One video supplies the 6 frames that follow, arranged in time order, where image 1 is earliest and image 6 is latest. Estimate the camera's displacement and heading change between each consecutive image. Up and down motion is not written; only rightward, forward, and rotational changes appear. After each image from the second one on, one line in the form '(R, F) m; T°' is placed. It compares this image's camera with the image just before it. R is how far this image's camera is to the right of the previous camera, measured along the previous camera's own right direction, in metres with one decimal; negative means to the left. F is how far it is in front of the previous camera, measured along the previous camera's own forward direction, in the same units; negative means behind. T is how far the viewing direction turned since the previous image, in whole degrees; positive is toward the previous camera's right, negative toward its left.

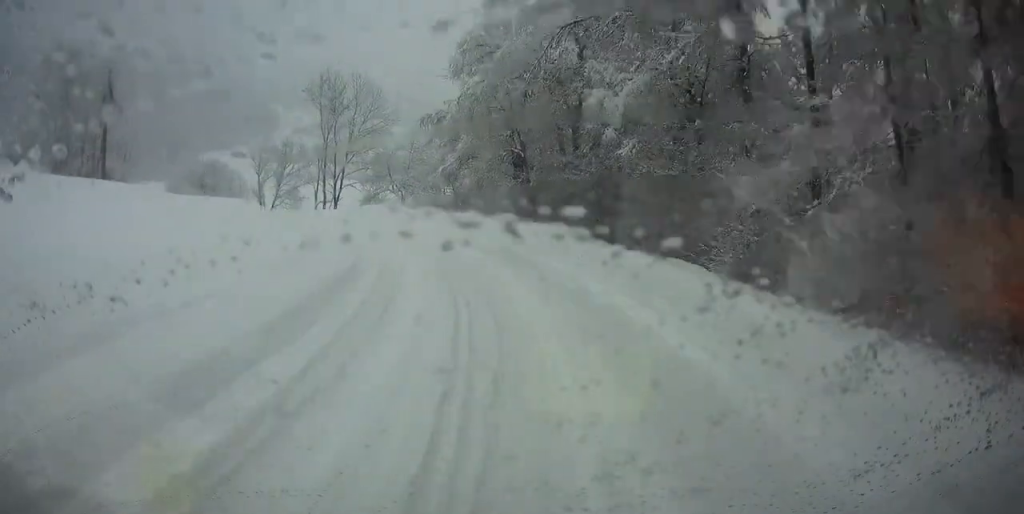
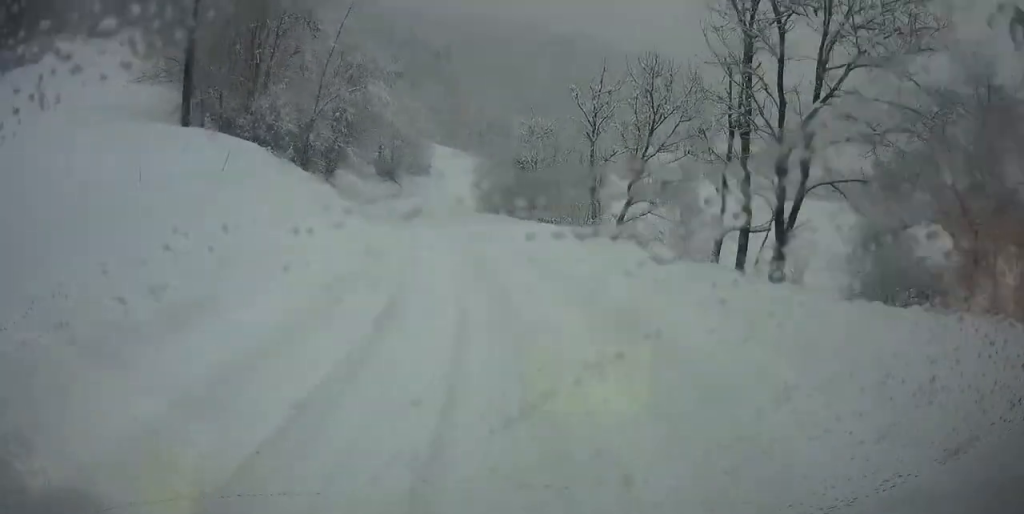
(-12.9, +35.7) m; -31°
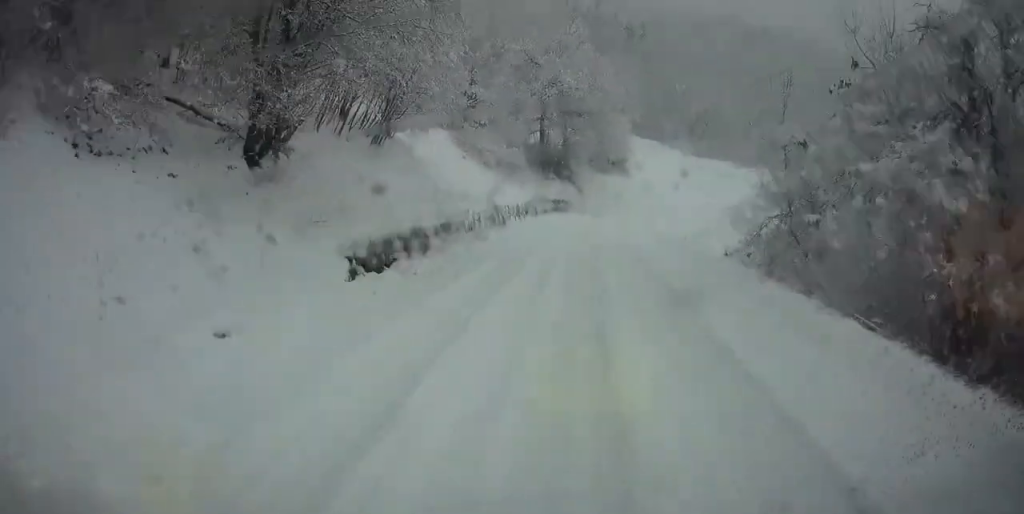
(-4.1, +37.2) m; -6°
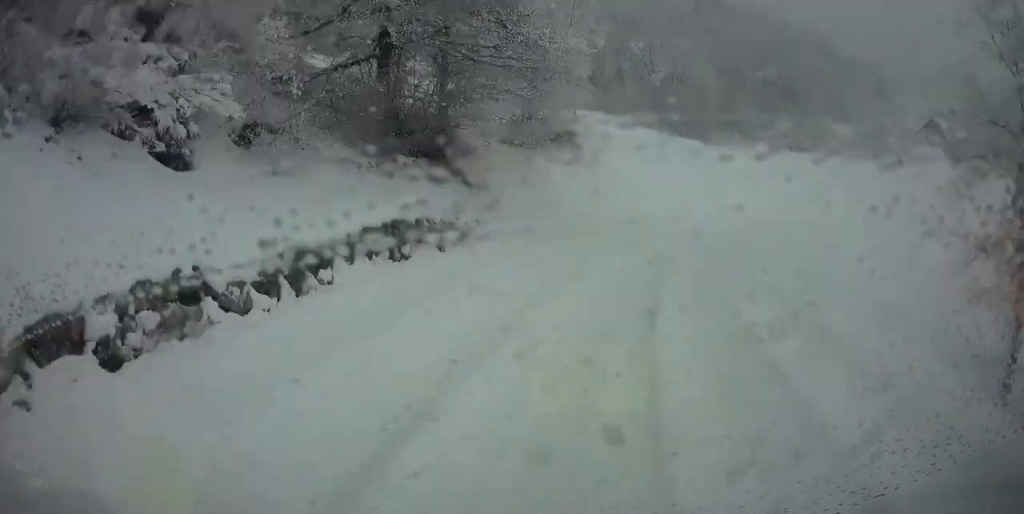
(-0.1, +34.0) m; +18°
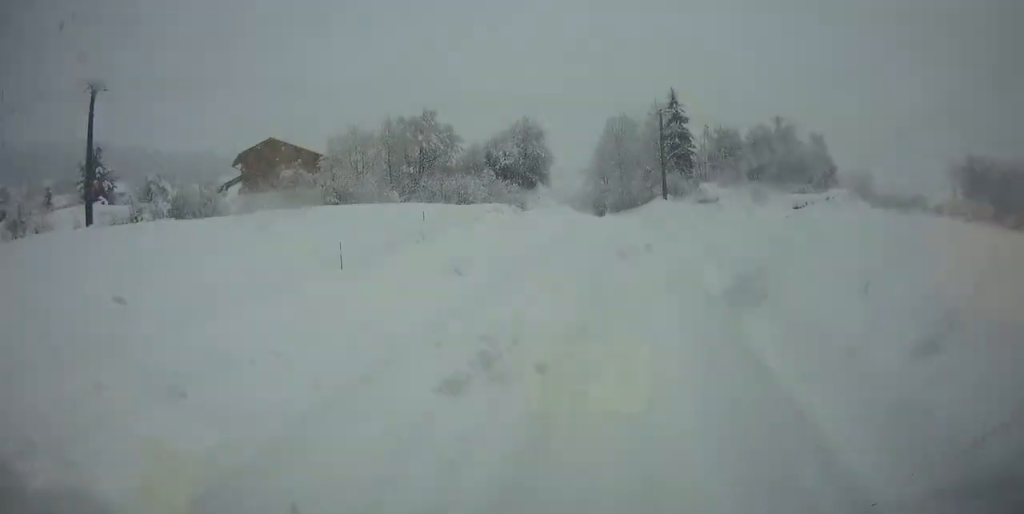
(+43.5, +57.9) m; +56°
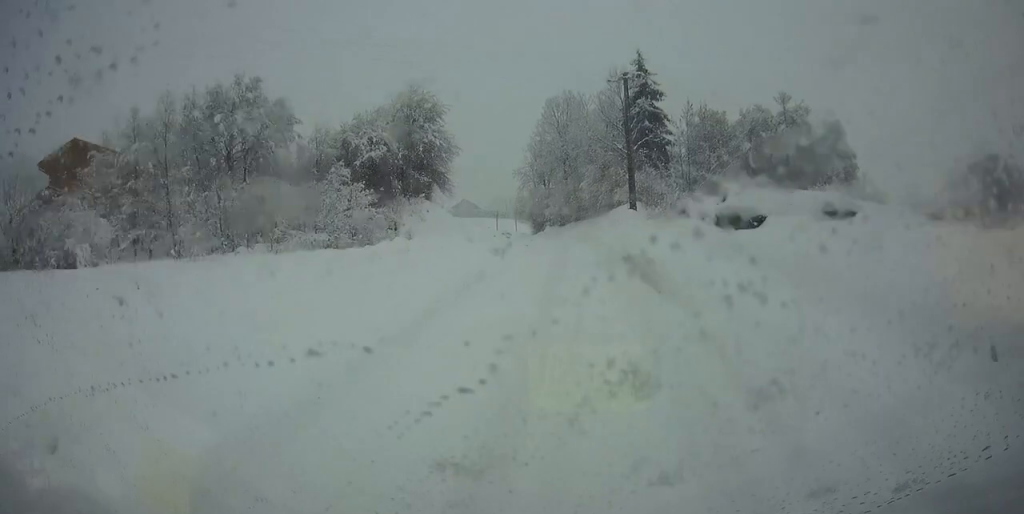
(+1.3, +27.1) m; +1°
